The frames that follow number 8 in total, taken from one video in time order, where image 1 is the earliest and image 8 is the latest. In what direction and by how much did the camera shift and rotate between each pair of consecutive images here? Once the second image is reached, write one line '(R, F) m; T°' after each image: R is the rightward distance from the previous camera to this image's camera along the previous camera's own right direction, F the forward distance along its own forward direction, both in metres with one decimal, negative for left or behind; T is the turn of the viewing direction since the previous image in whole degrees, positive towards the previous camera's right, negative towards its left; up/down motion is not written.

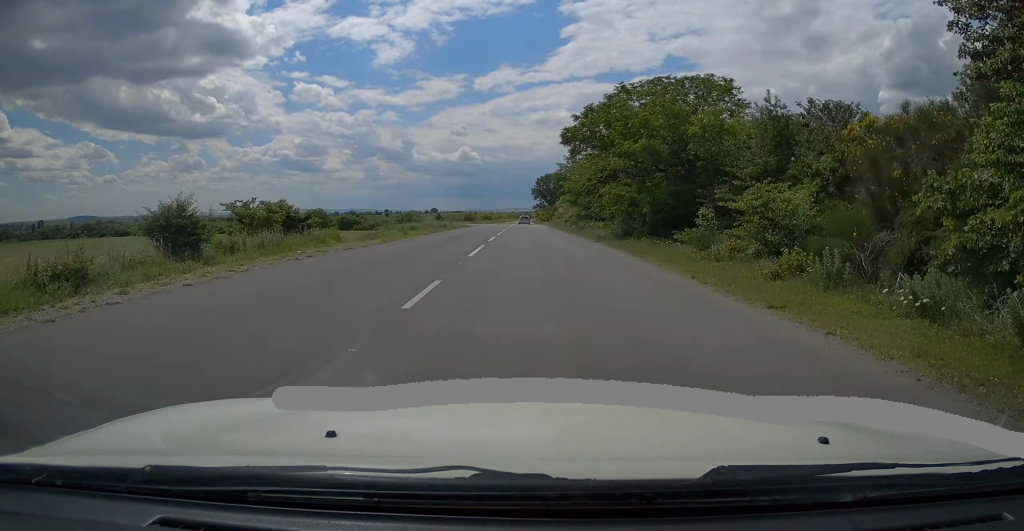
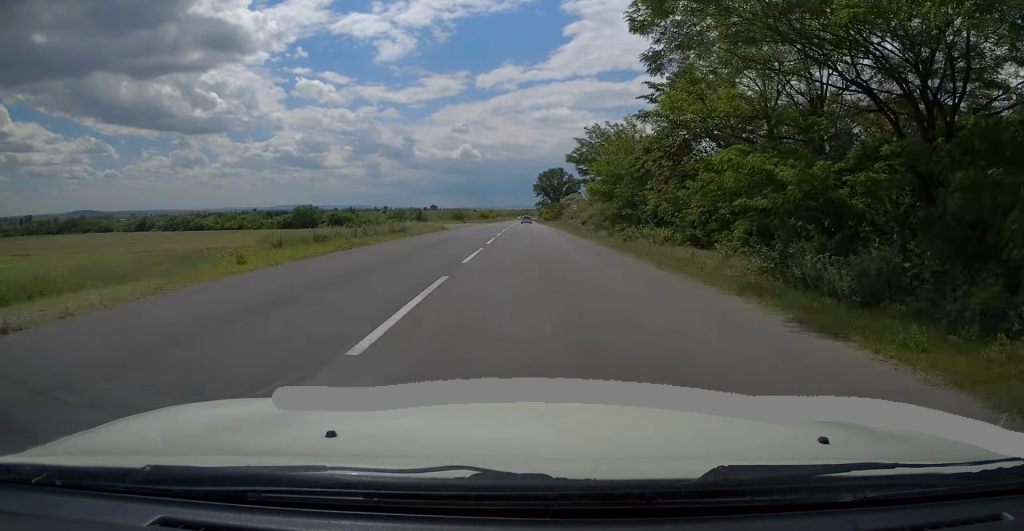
(+0.3, +19.9) m; 0°
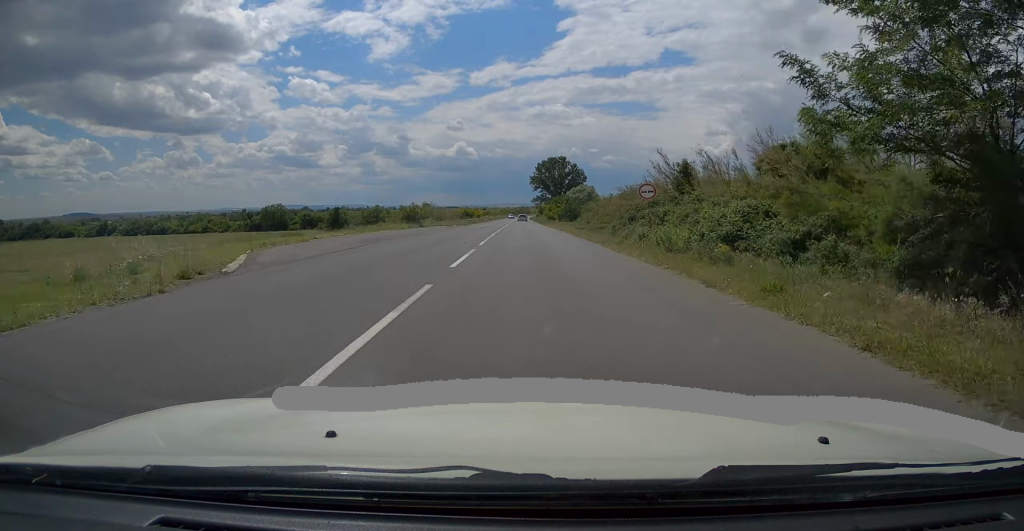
(-0.1, +36.8) m; +1°
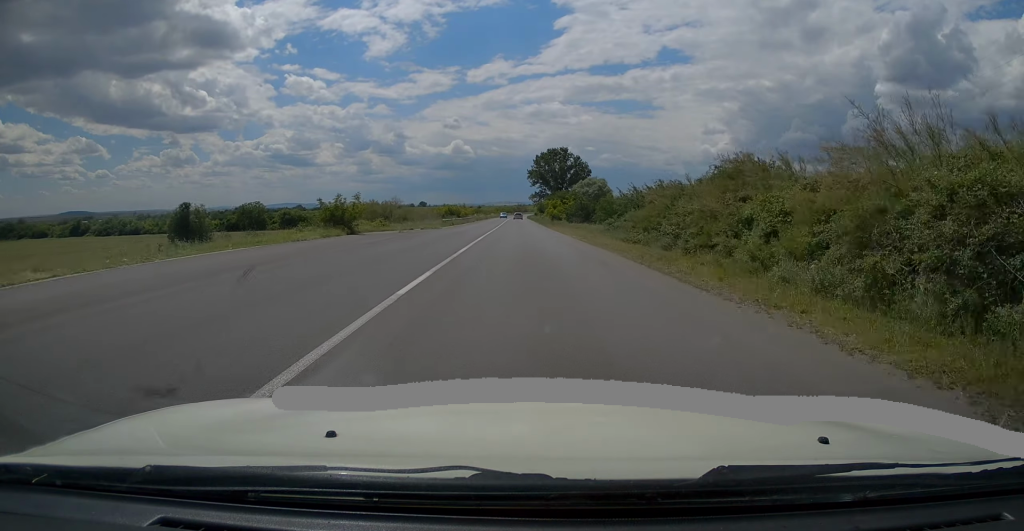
(+0.2, +22.3) m; +1°
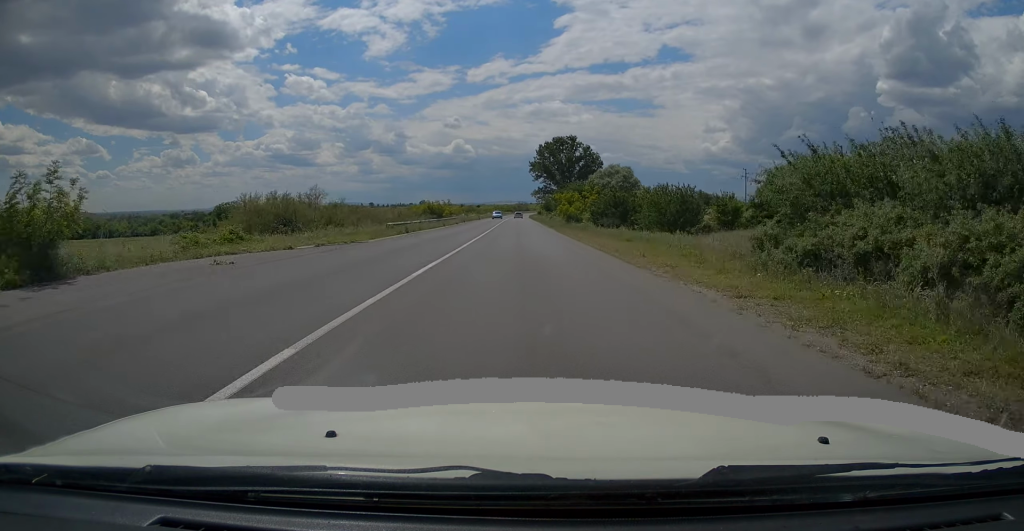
(0.0, +24.2) m; -1°
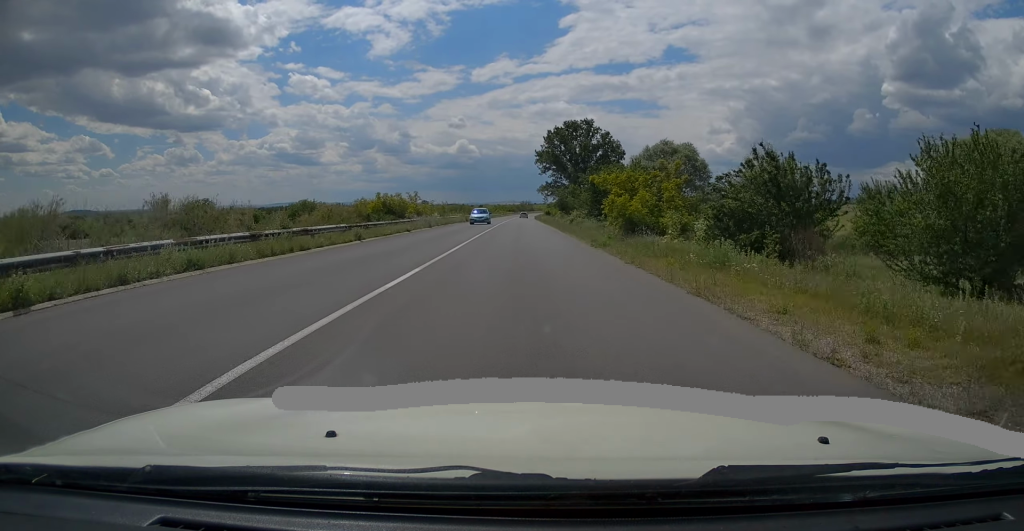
(-0.4, +28.5) m; 0°
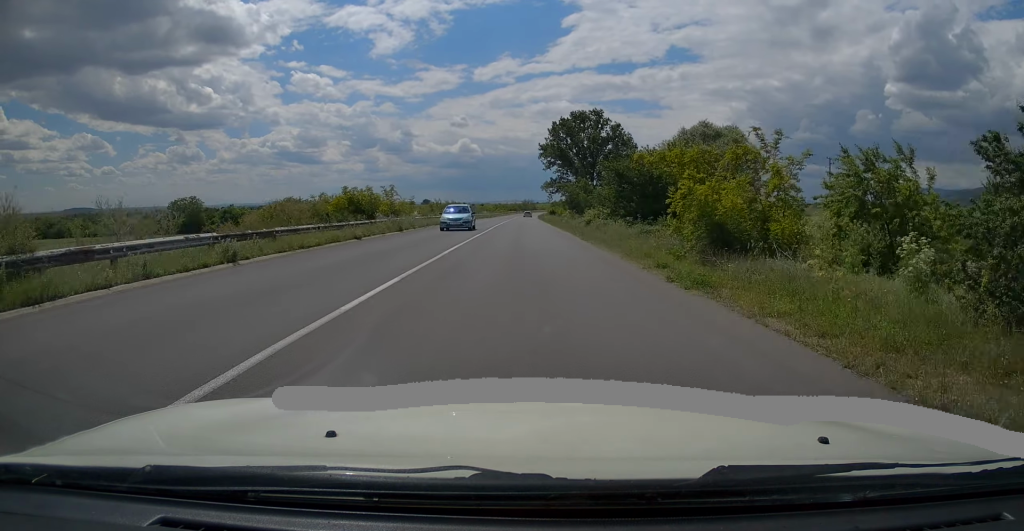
(0.0, +11.2) m; 0°
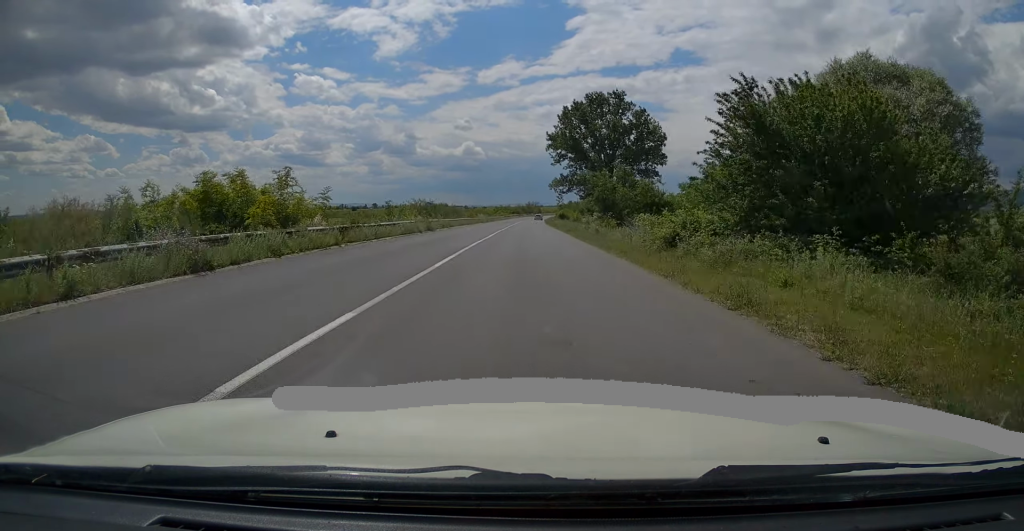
(+0.3, +21.0) m; 0°
